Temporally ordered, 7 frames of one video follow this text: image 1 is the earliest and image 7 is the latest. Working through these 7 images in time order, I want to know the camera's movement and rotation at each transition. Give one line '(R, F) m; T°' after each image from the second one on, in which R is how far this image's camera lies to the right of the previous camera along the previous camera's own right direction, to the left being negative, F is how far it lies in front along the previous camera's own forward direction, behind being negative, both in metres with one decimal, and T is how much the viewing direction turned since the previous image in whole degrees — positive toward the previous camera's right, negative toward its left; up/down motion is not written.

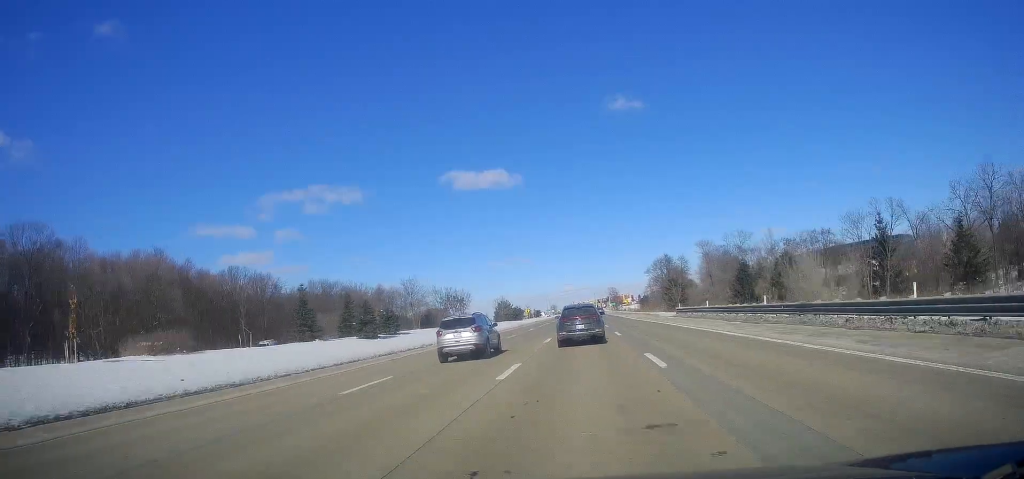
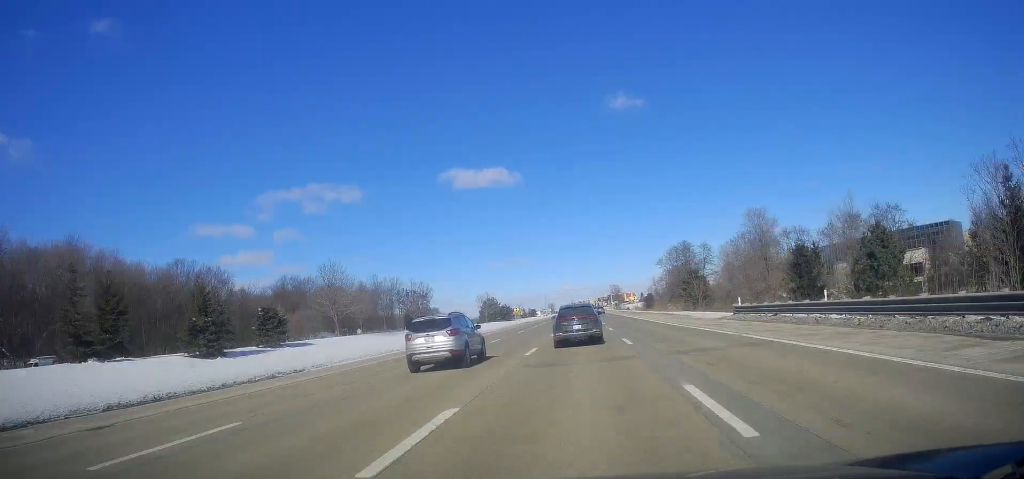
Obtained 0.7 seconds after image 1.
(+0.5, +24.0) m; 0°
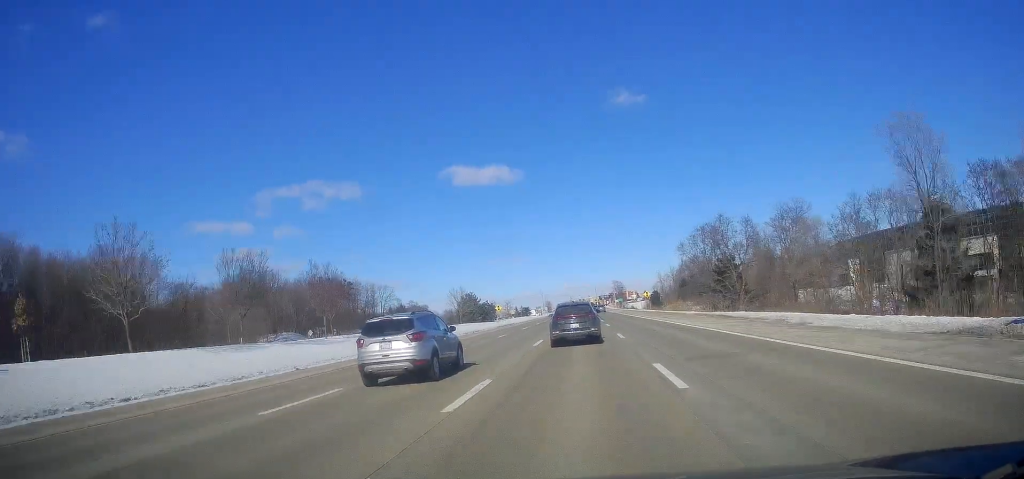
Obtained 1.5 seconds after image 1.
(-0.3, +27.0) m; 0°
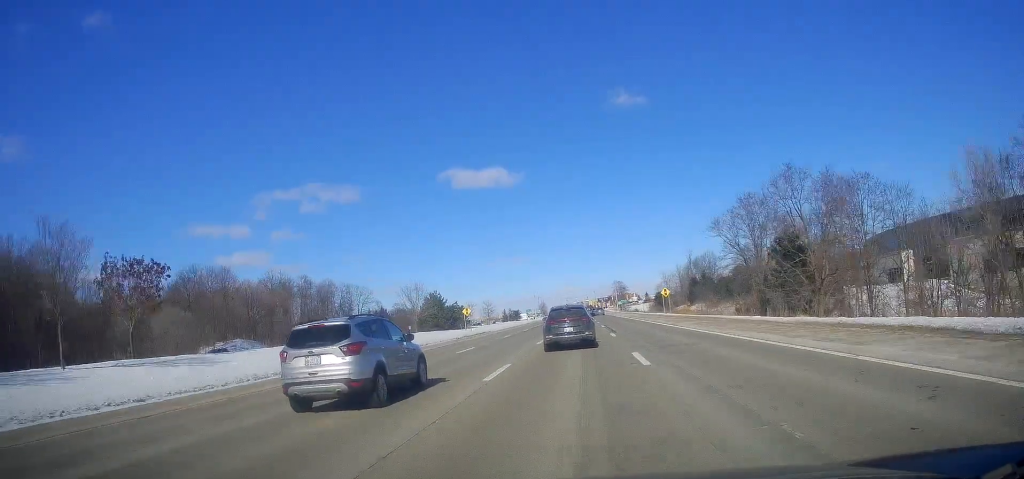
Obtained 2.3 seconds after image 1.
(0.0, +26.5) m; 0°
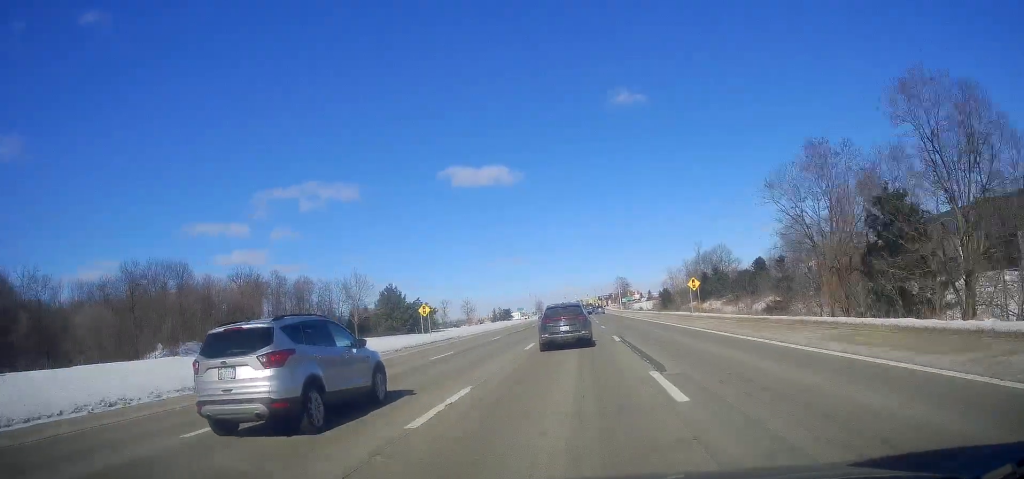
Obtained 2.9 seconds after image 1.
(+0.4, +20.8) m; 0°
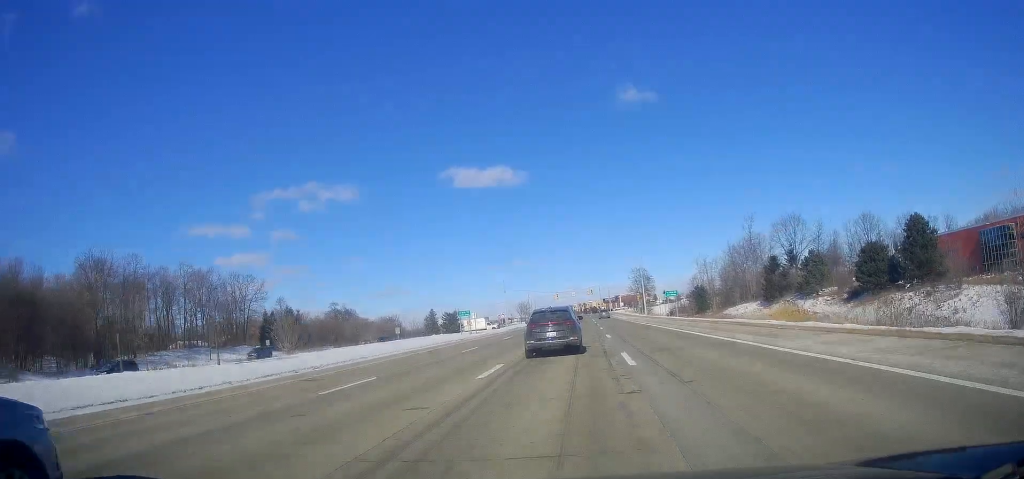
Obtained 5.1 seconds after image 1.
(-0.8, +70.3) m; -1°
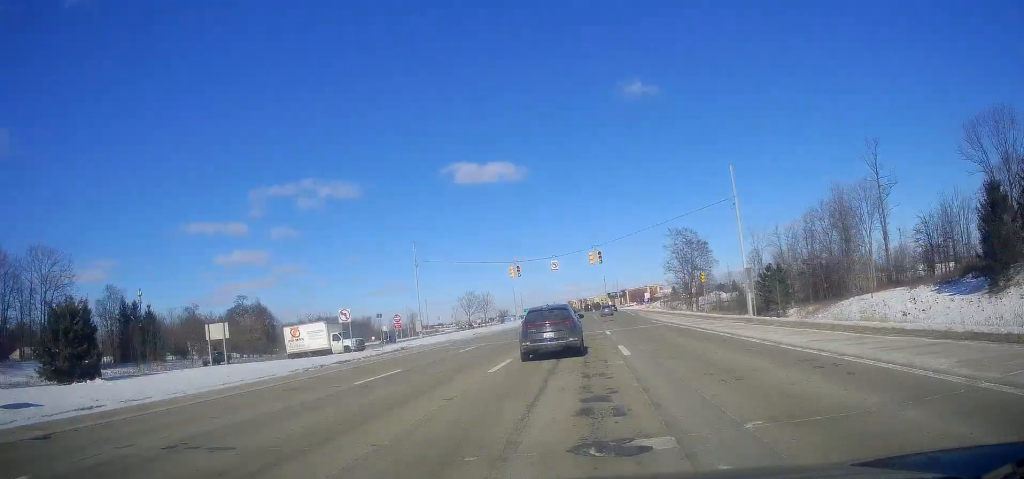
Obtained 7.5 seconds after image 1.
(-0.2, +74.6) m; 0°
